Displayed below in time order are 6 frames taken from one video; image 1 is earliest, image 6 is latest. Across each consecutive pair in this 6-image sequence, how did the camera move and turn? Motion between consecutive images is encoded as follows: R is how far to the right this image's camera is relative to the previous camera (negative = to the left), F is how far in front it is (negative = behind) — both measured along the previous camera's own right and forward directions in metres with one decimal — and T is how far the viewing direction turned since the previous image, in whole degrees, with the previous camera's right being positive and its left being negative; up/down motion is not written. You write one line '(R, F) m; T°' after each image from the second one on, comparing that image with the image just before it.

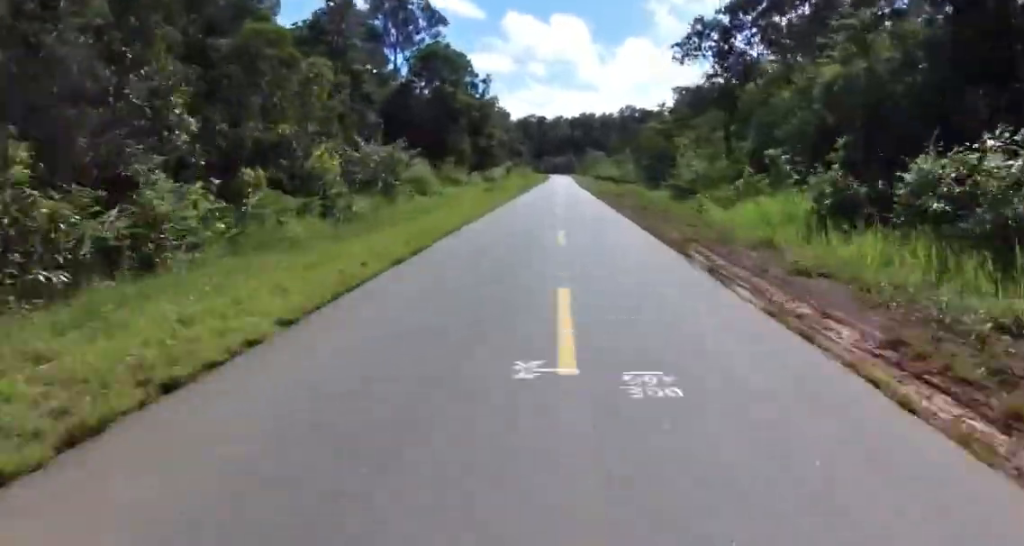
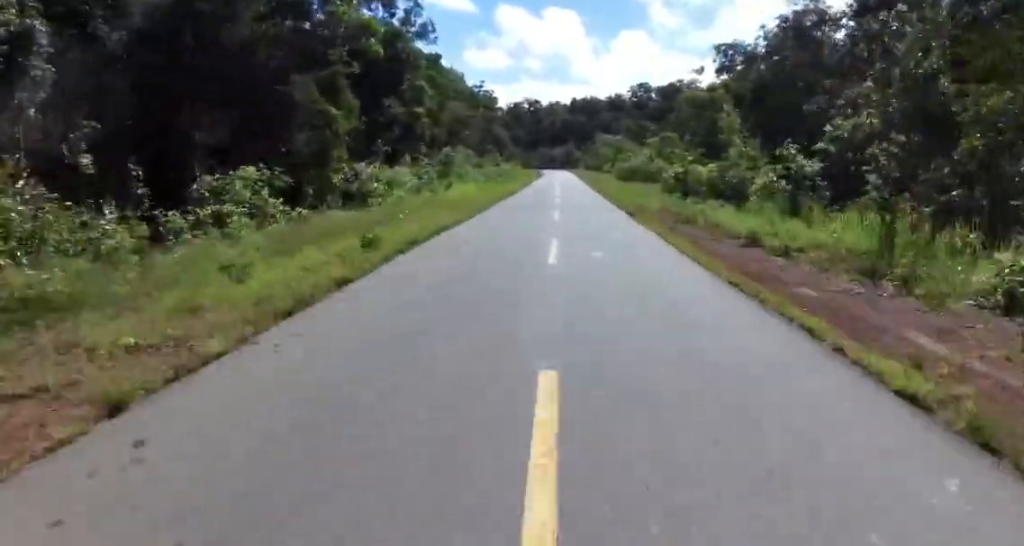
(+0.5, +43.6) m; +1°
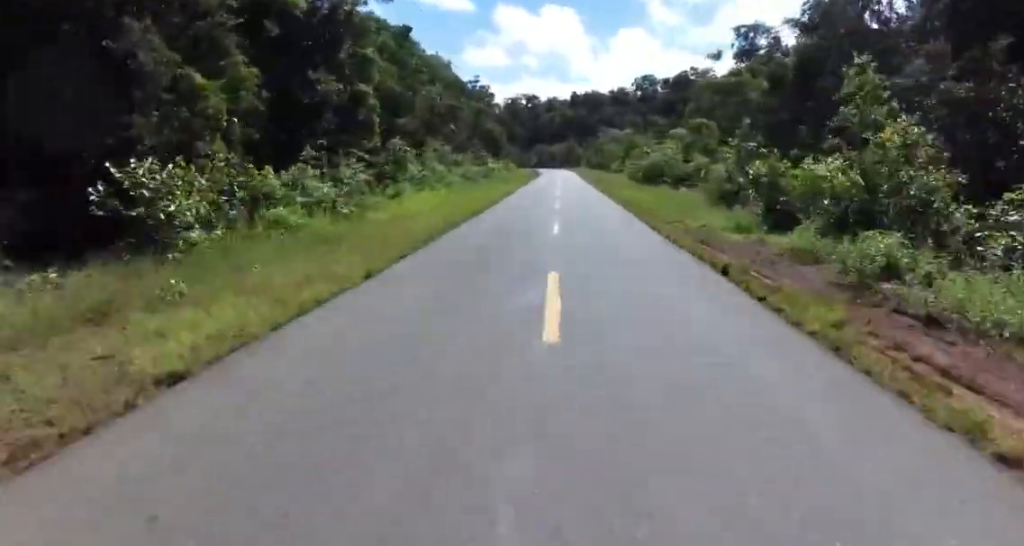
(0.0, +12.9) m; -1°
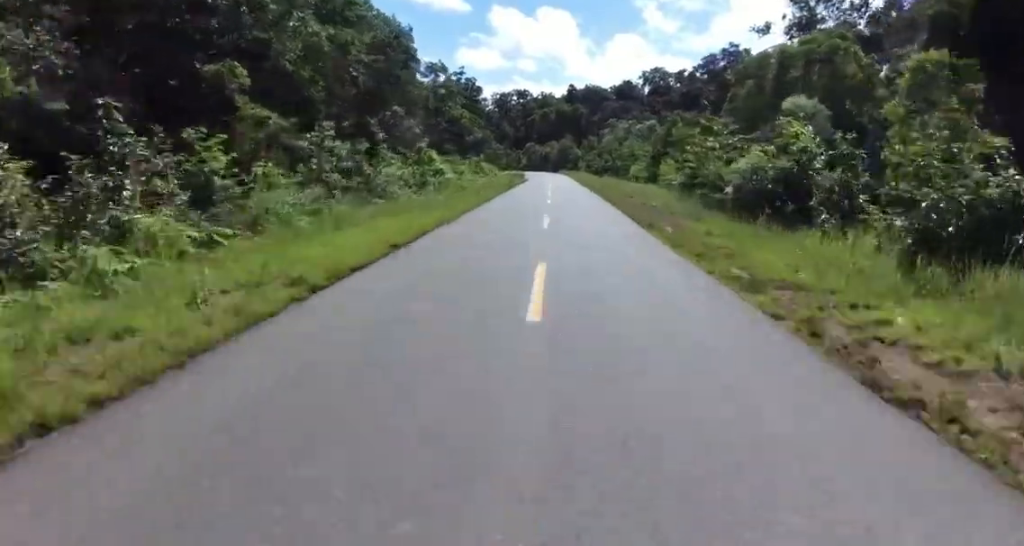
(-0.3, +23.5) m; -1°
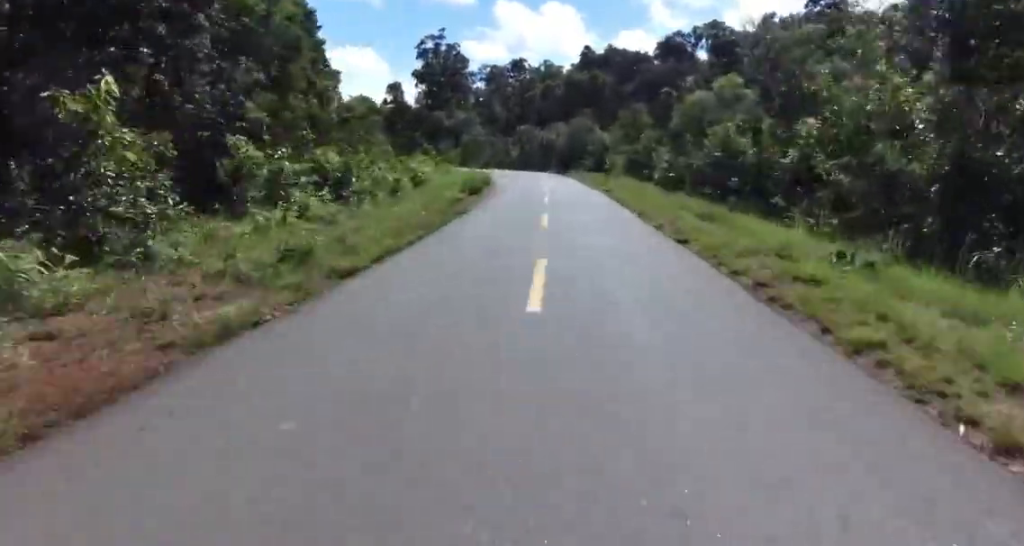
(-0.4, +48.5) m; 0°
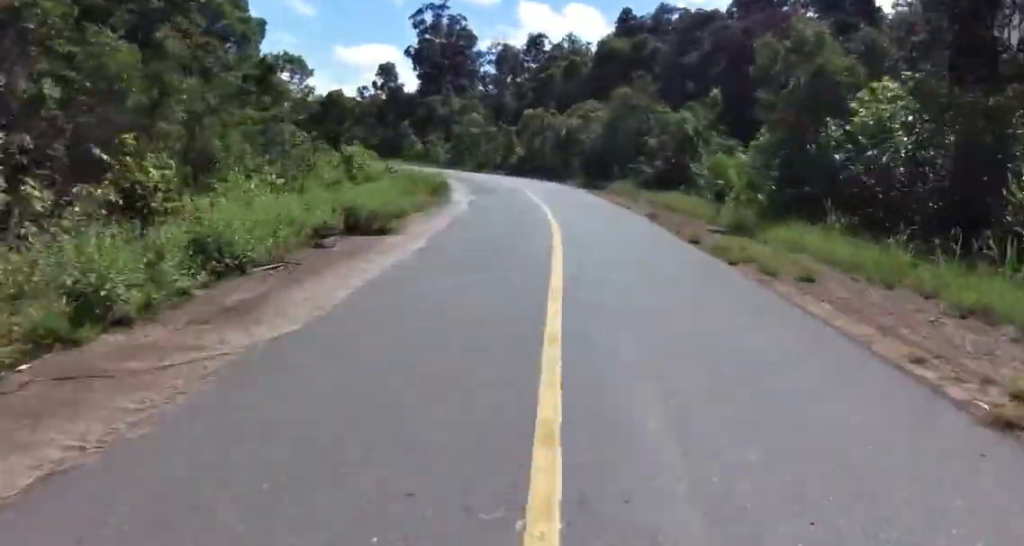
(-0.1, +29.0) m; -1°
